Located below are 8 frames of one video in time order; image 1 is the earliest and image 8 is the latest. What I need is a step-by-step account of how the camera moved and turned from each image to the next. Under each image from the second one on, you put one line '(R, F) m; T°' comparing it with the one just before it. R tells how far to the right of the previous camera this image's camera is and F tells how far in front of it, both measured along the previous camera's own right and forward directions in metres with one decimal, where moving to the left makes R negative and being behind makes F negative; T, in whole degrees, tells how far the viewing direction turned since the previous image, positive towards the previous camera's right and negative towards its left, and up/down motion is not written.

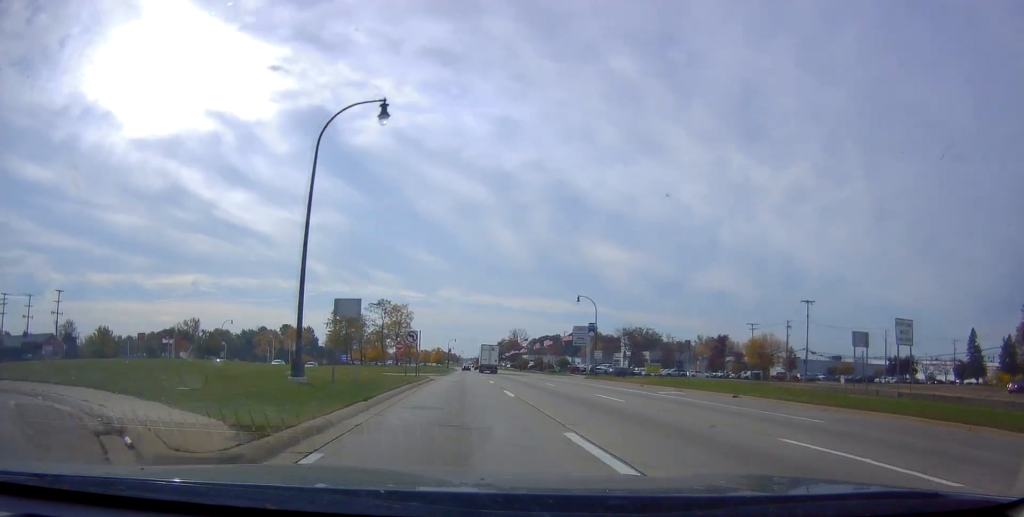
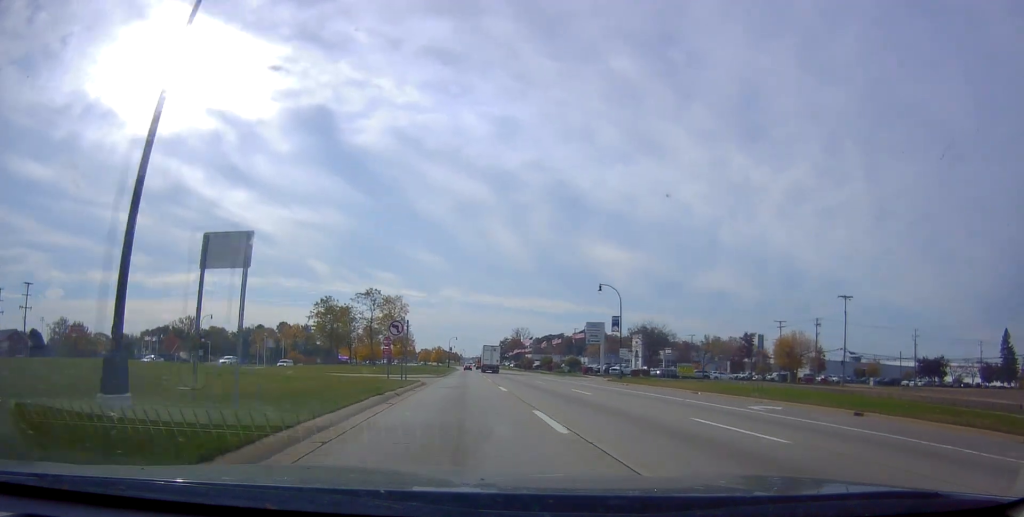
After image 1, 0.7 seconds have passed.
(0.0, +10.5) m; 0°
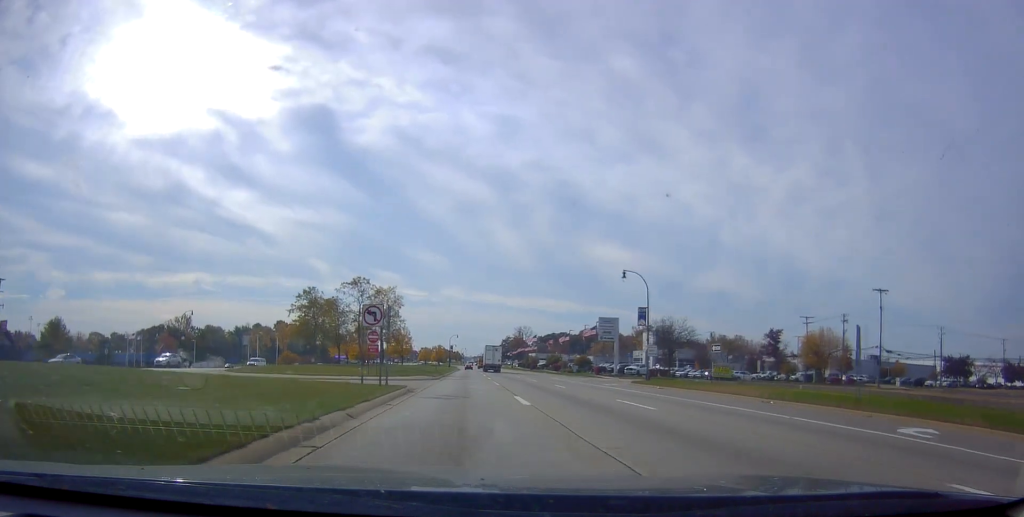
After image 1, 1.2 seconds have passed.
(0.0, +7.9) m; 0°
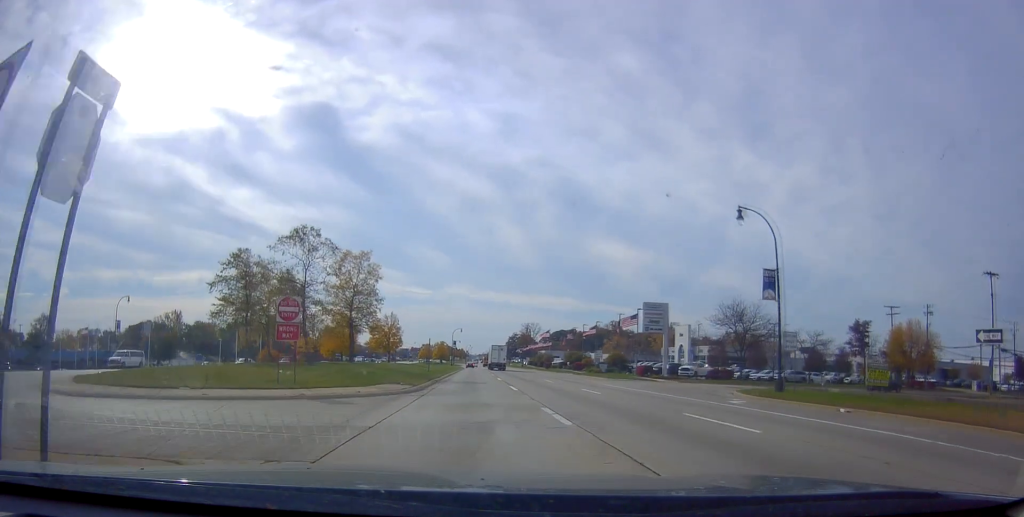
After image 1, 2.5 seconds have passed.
(-0.1, +20.4) m; -1°
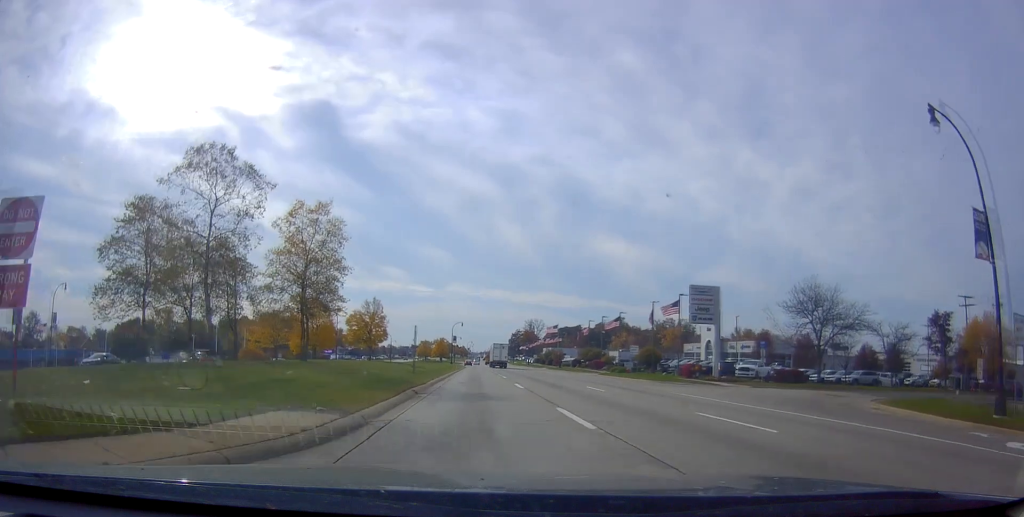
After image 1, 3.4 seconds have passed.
(-0.3, +14.4) m; 0°
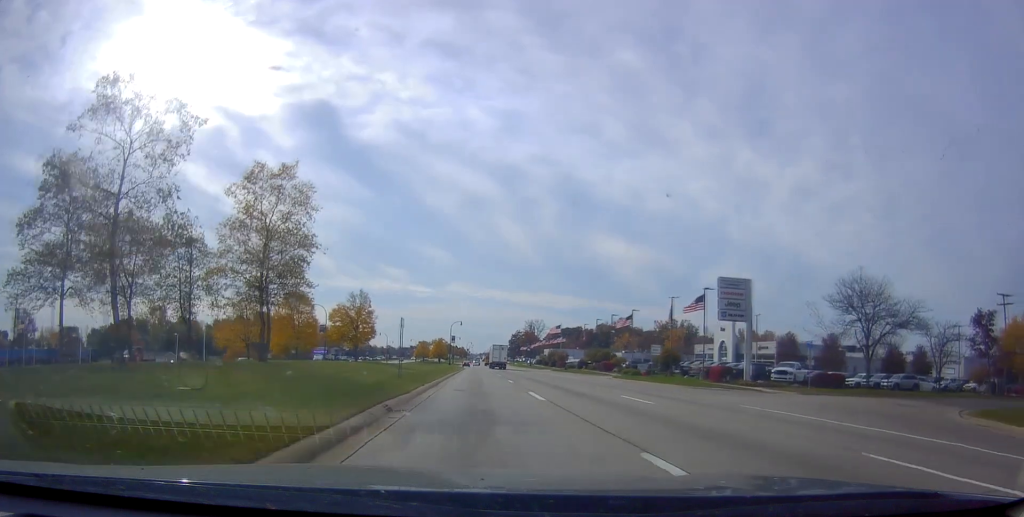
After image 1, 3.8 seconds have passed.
(+0.2, +7.1) m; 0°
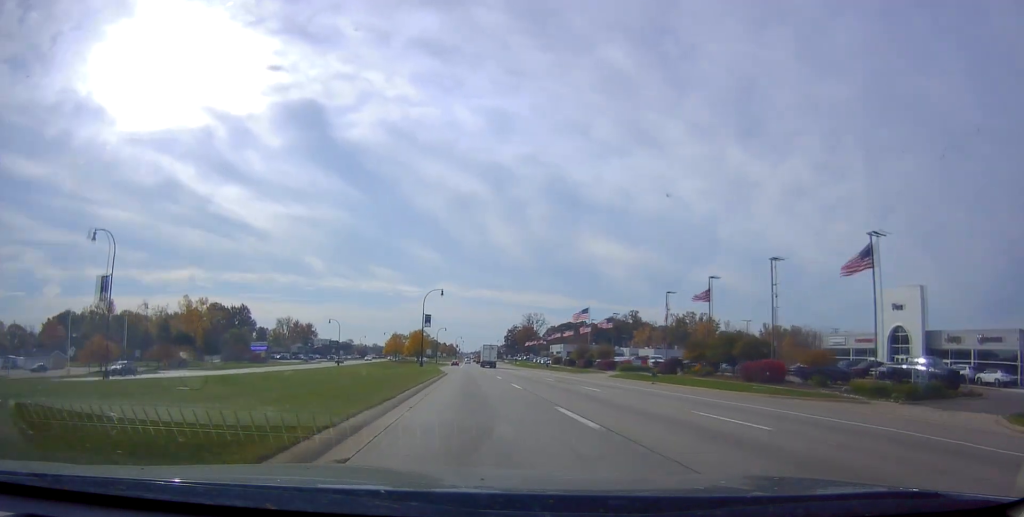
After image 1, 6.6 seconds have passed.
(+0.1, +53.0) m; +2°
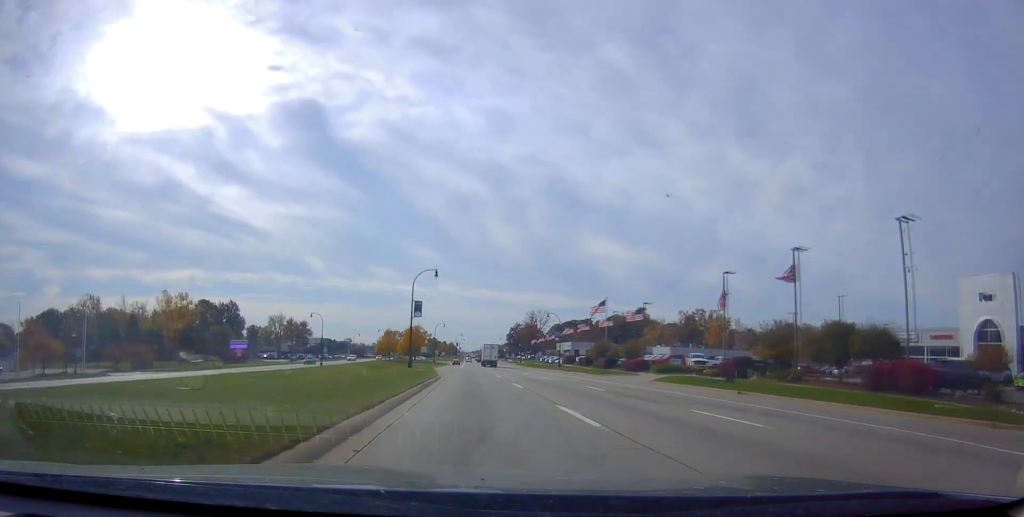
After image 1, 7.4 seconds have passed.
(0.0, +14.7) m; 0°
